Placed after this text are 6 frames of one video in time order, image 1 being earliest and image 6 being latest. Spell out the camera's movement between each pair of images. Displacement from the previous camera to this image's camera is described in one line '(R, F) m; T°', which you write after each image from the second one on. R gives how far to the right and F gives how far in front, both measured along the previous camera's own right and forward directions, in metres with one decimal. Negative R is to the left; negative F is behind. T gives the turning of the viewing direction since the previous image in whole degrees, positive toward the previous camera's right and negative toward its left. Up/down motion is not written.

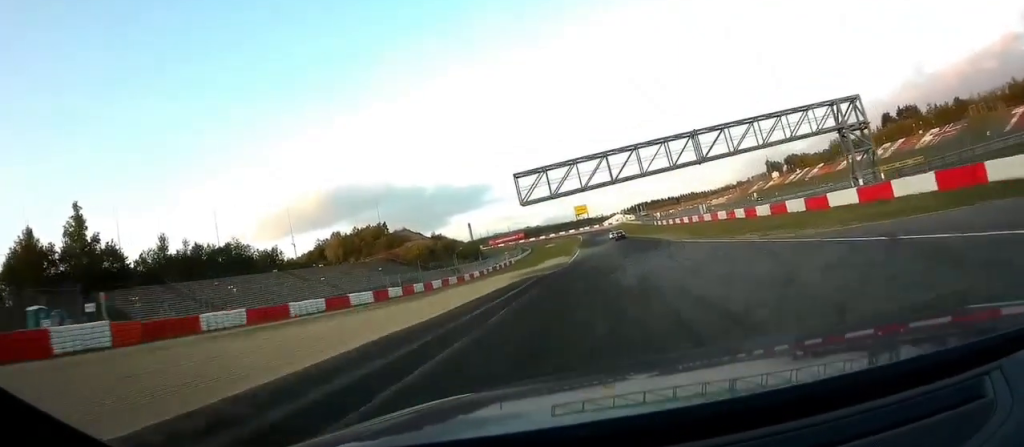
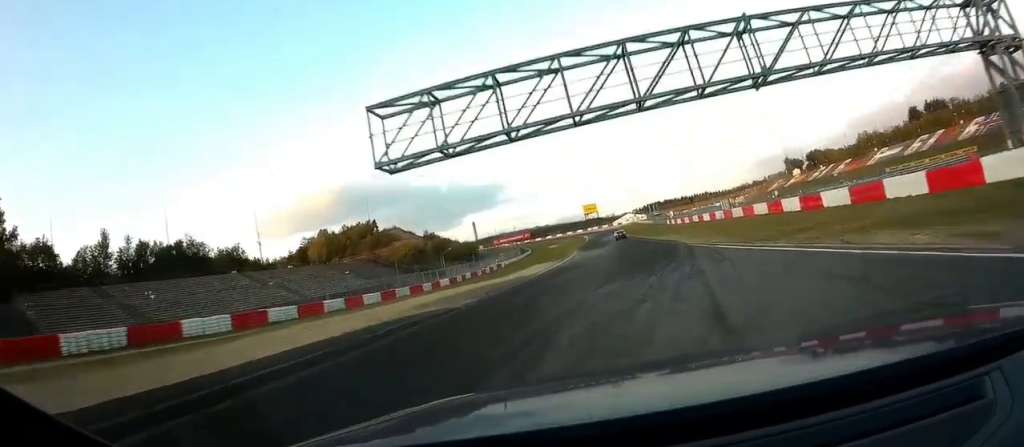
(+0.3, +20.2) m; 0°
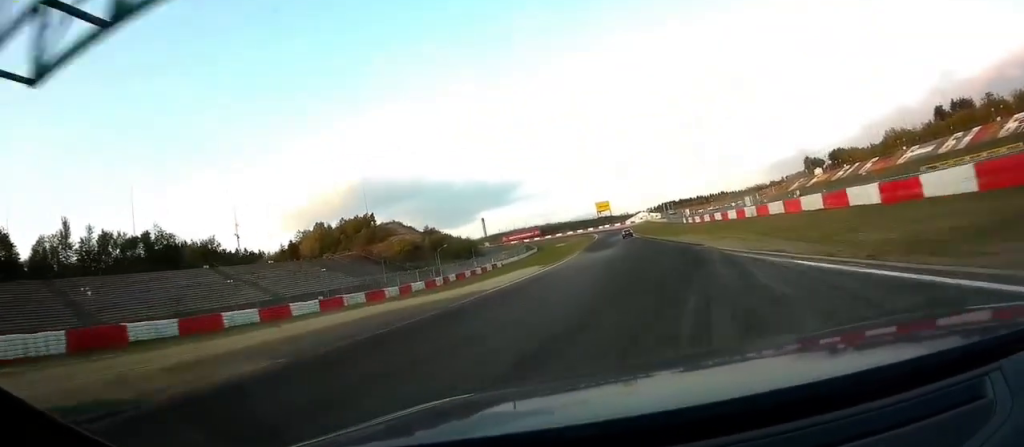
(-0.2, +13.6) m; -1°
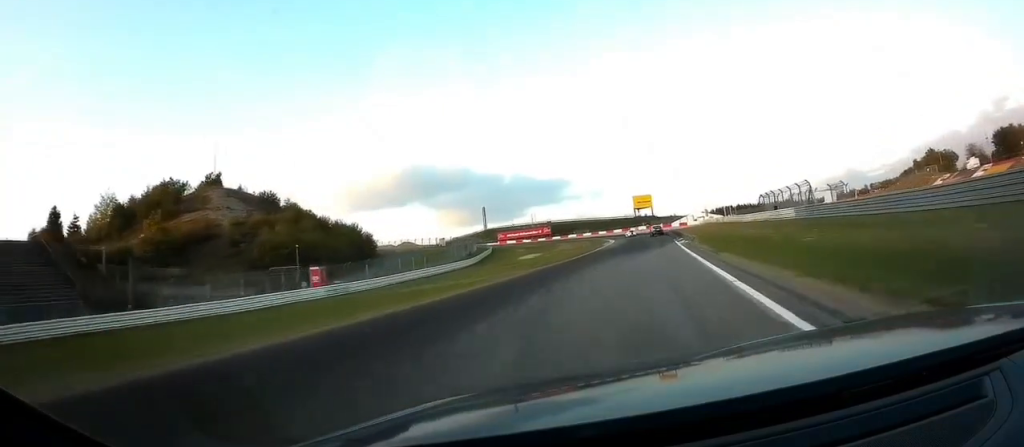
(-4.7, +99.7) m; -5°
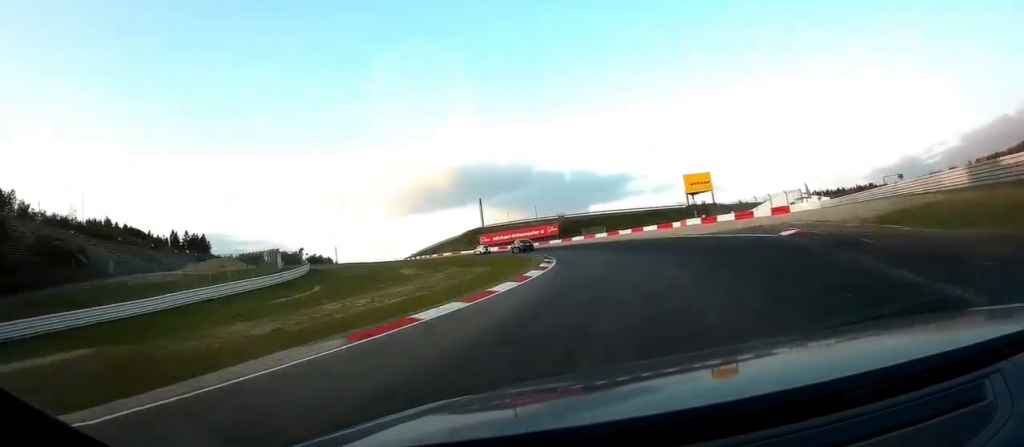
(-1.0, +88.1) m; -8°
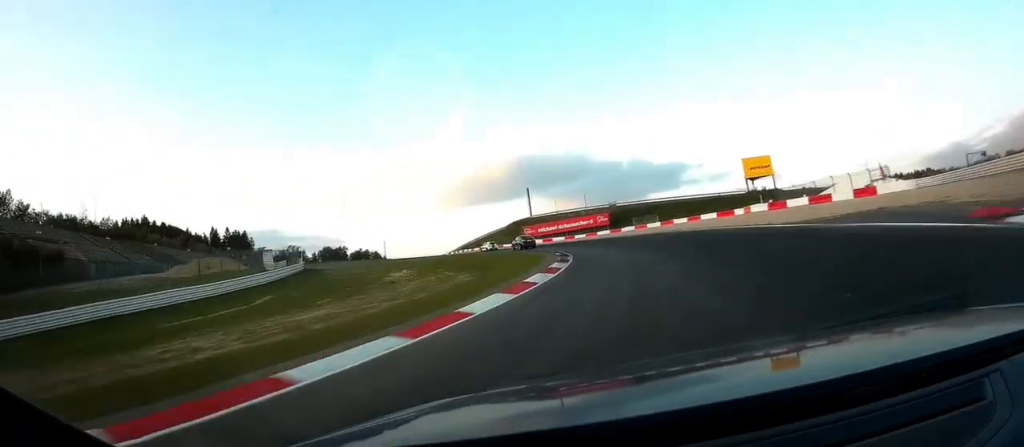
(-0.8, +14.4) m; -5°
